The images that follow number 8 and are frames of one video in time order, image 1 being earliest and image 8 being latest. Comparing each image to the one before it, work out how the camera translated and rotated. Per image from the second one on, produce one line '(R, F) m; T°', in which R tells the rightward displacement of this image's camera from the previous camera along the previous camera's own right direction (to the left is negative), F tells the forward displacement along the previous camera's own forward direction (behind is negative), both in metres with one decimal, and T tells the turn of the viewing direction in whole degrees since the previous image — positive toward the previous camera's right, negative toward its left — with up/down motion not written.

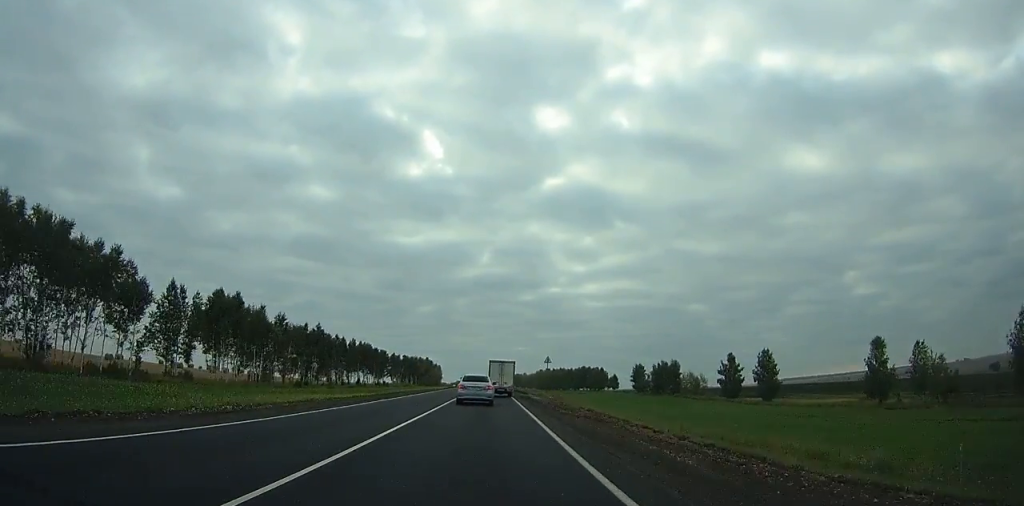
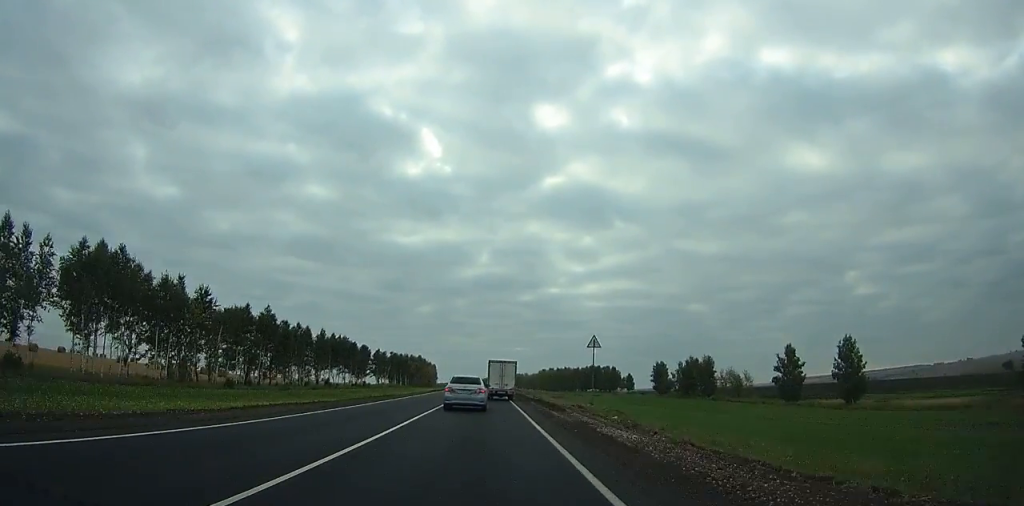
(-0.1, +30.3) m; 0°
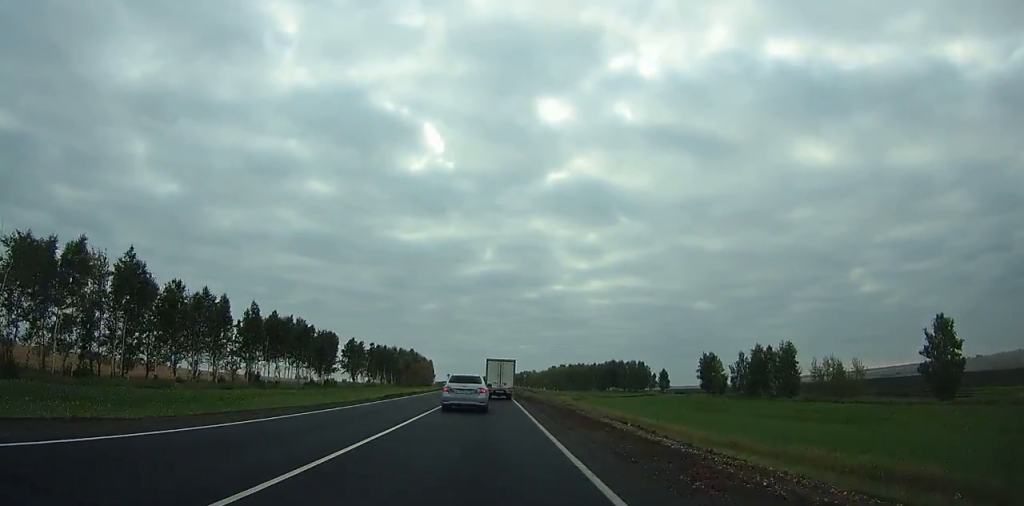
(+0.1, +44.5) m; 0°
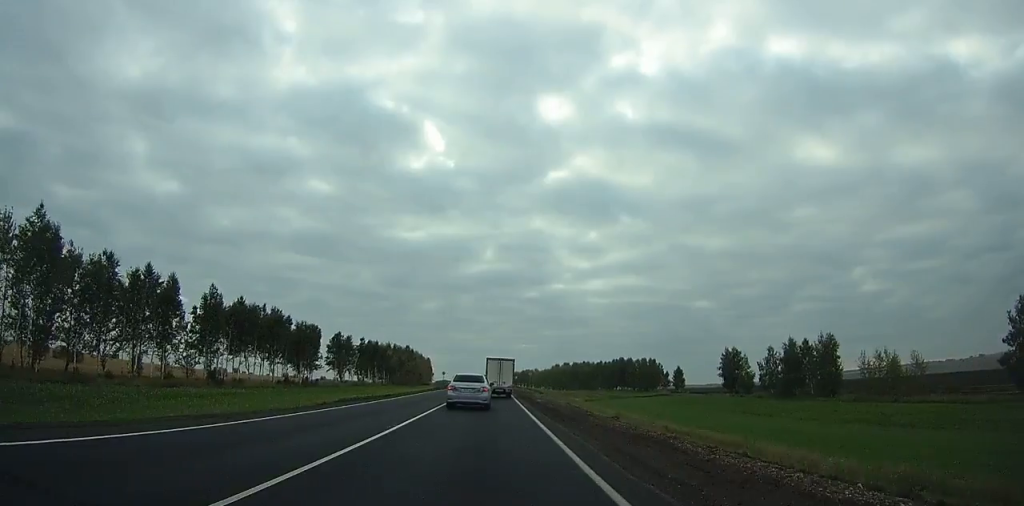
(0.0, +15.3) m; 0°
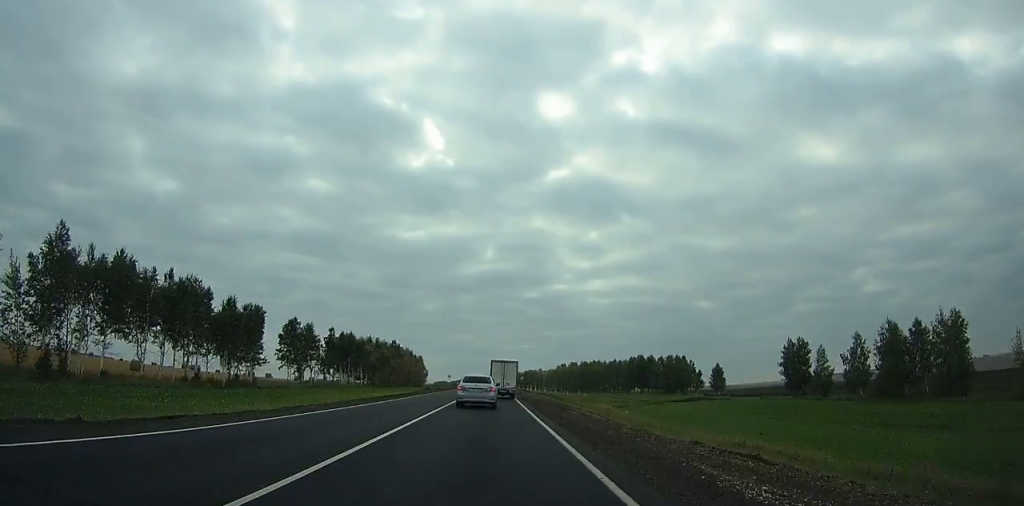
(0.0, +32.6) m; 0°
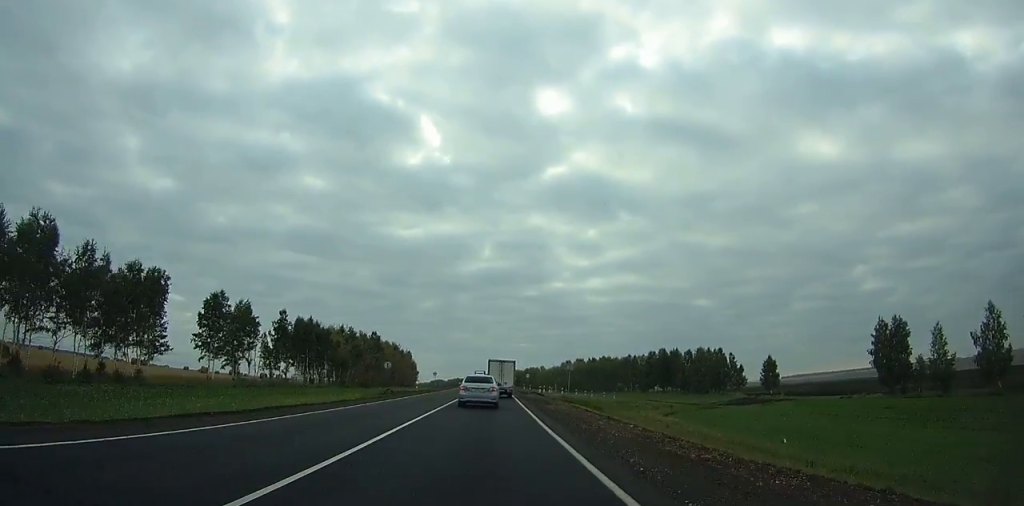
(0.0, +30.0) m; 0°
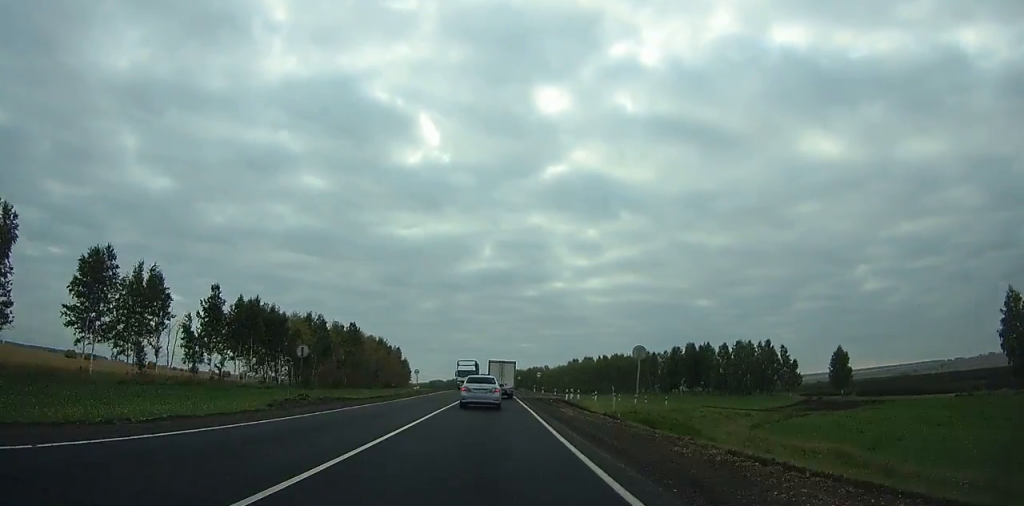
(-0.2, +25.8) m; -1°
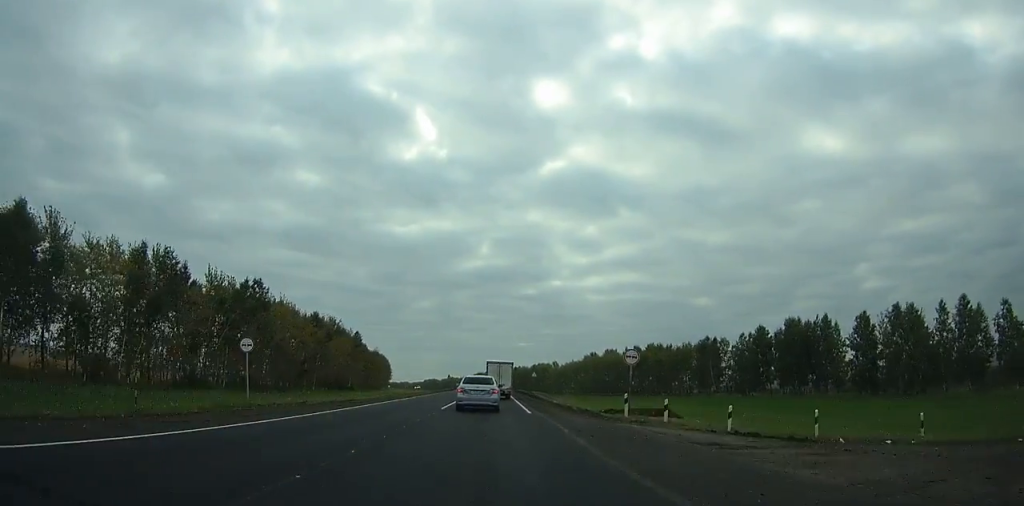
(-1.6, +55.9) m; +1°
